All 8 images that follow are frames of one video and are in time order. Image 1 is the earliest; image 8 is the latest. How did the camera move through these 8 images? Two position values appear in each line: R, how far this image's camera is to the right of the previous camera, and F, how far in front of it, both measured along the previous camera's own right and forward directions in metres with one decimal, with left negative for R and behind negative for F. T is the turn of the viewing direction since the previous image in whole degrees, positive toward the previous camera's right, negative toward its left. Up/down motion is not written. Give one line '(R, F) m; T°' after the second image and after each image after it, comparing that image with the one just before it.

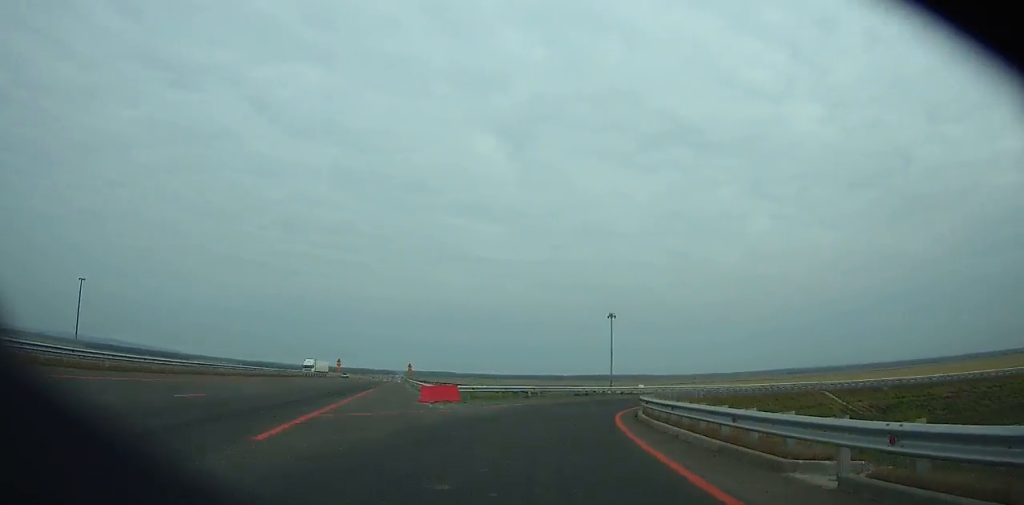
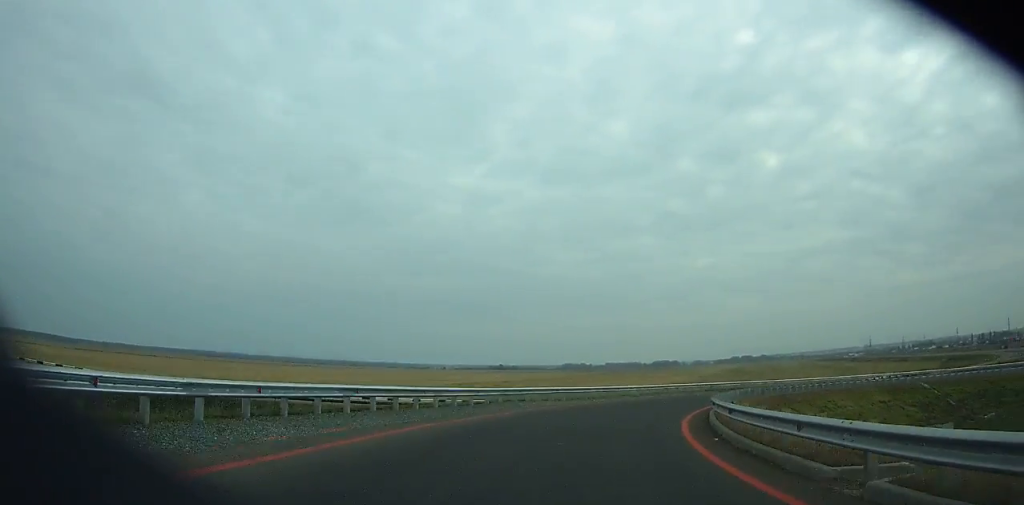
(+19.9, +68.0) m; +46°
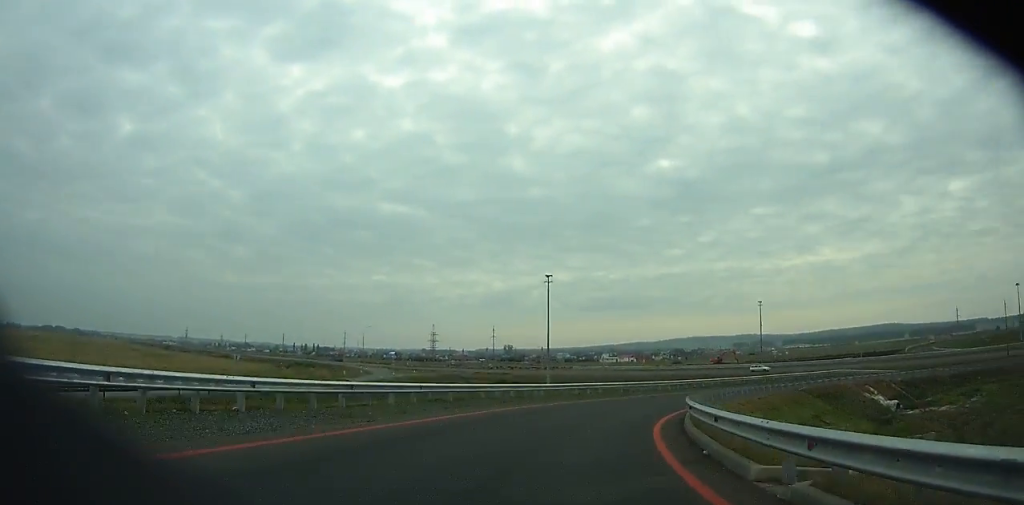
(+32.9, +50.3) m; +67°
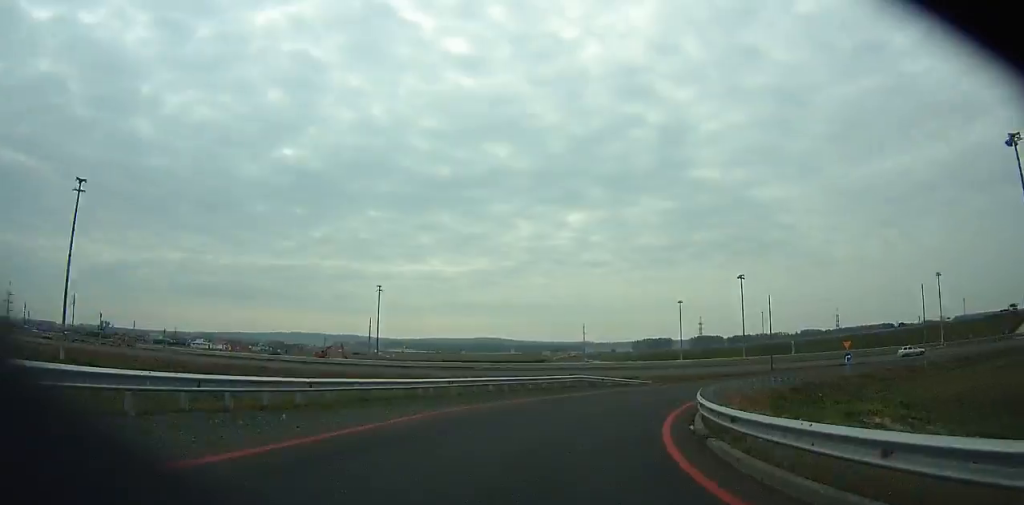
(+11.7, +35.0) m; +36°
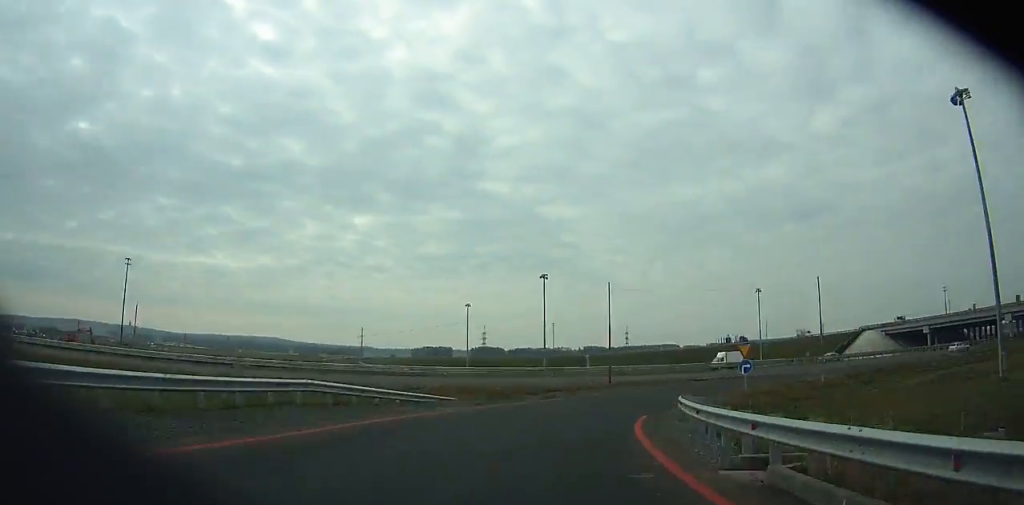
(+1.5, +20.0) m; +18°
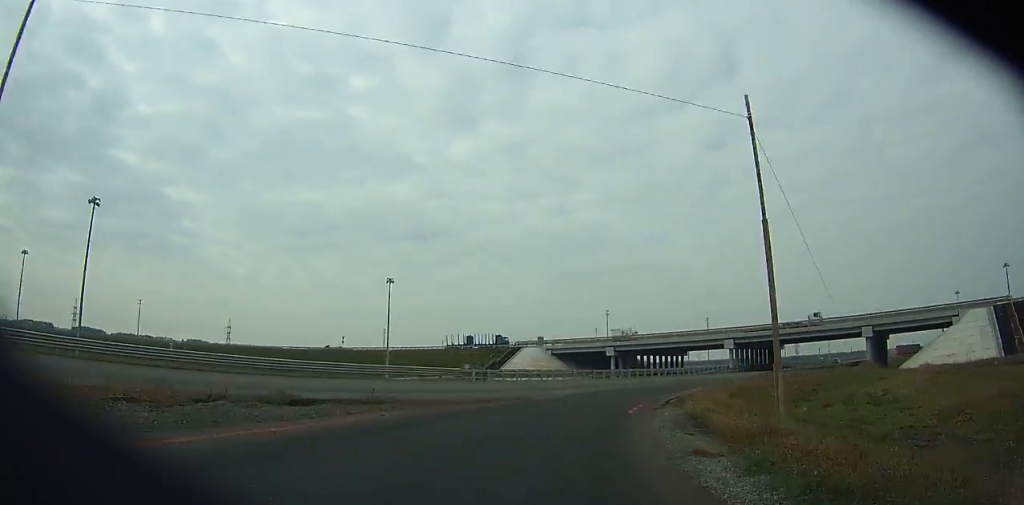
(+11.9, +37.6) m; +38°
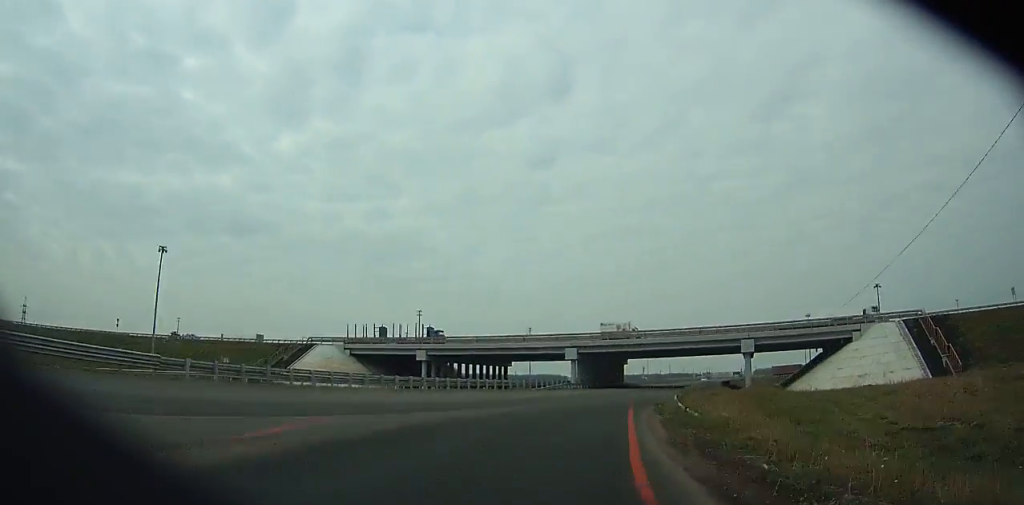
(+6.6, +21.8) m; +20°
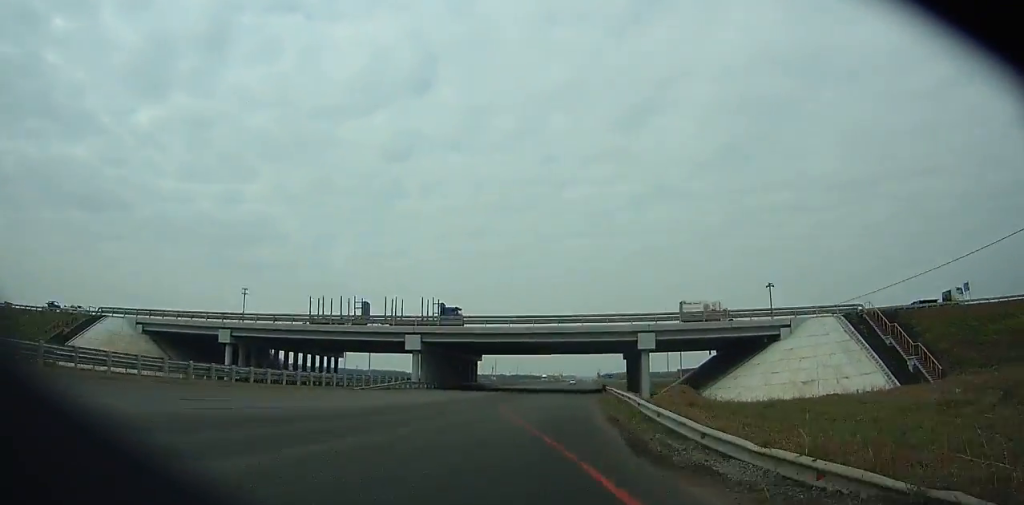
(+1.6, +20.2) m; +16°
